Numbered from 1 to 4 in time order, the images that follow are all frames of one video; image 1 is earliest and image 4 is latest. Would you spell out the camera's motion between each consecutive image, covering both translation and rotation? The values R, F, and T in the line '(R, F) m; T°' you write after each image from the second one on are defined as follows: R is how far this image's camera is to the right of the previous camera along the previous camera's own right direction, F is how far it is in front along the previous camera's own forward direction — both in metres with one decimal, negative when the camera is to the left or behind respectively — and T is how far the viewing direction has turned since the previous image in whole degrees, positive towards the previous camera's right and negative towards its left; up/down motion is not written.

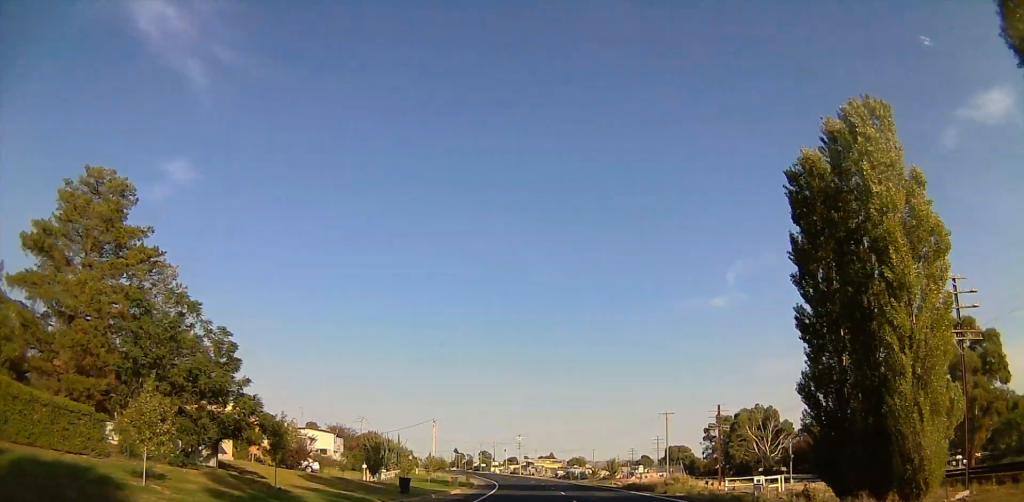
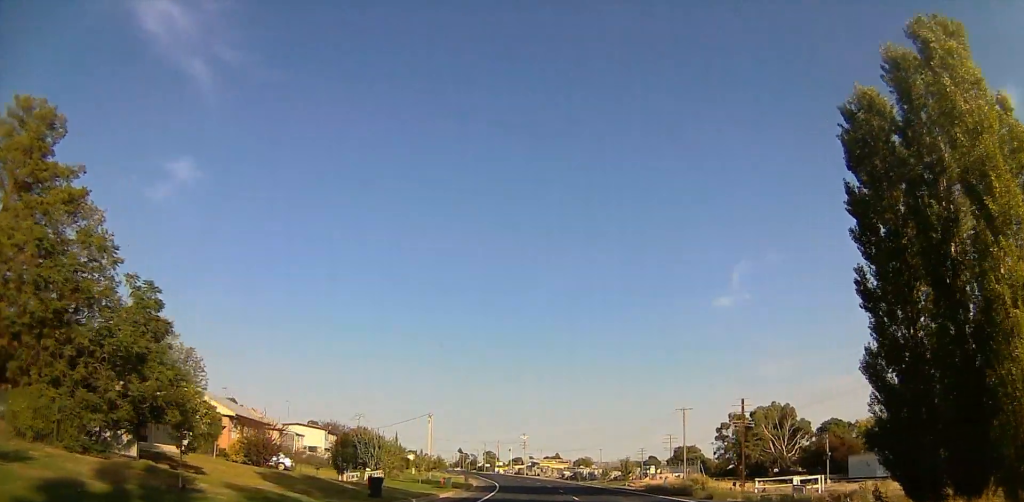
(+0.2, +7.1) m; -2°
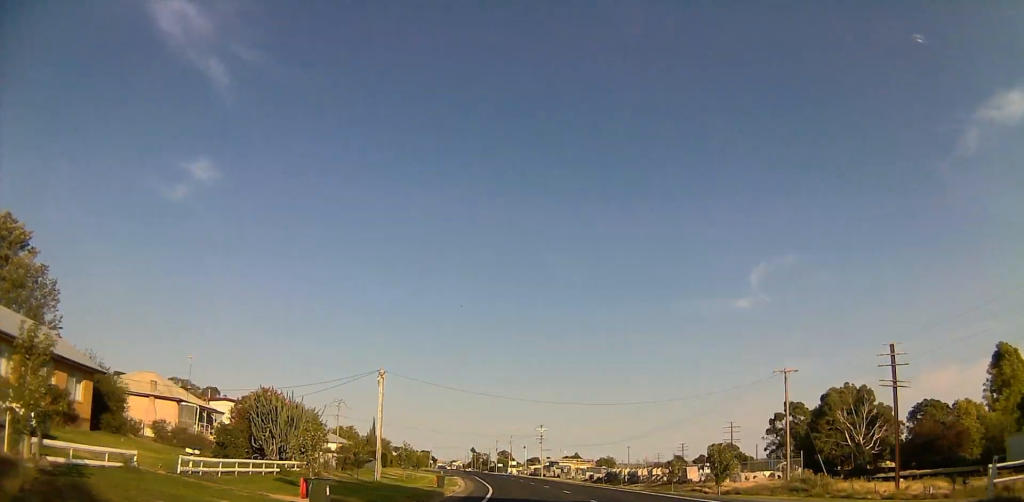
(-1.3, +28.7) m; -1°
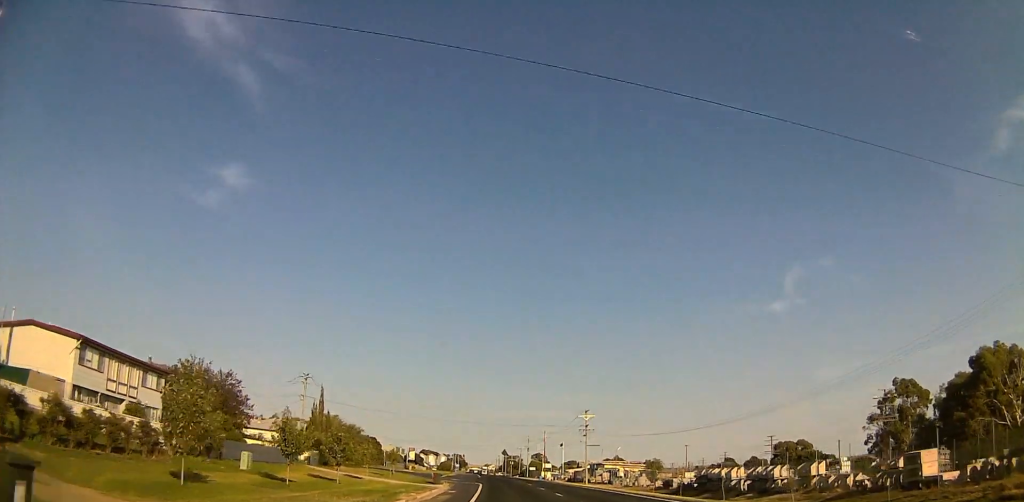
(+0.3, +36.4) m; -4°
